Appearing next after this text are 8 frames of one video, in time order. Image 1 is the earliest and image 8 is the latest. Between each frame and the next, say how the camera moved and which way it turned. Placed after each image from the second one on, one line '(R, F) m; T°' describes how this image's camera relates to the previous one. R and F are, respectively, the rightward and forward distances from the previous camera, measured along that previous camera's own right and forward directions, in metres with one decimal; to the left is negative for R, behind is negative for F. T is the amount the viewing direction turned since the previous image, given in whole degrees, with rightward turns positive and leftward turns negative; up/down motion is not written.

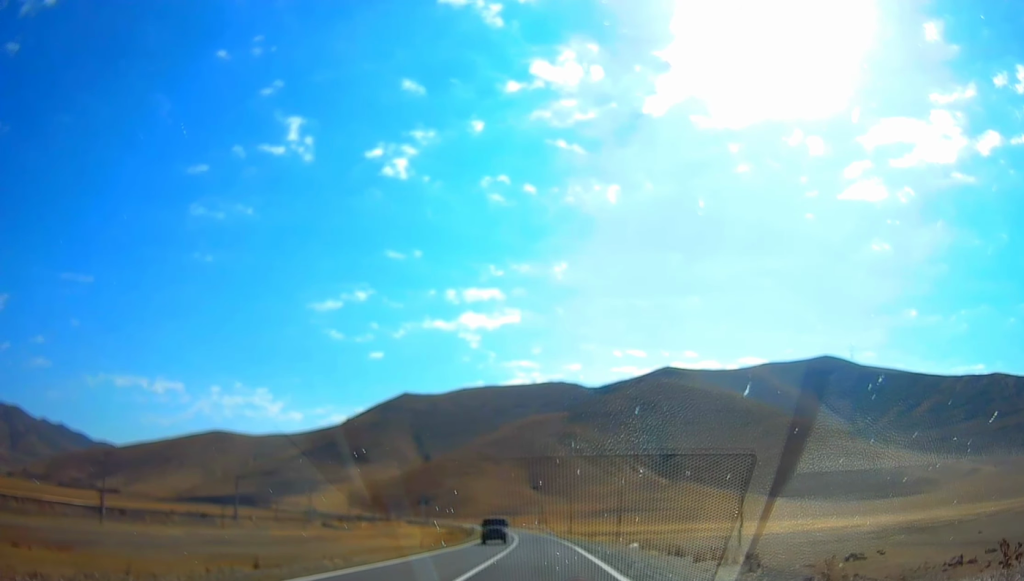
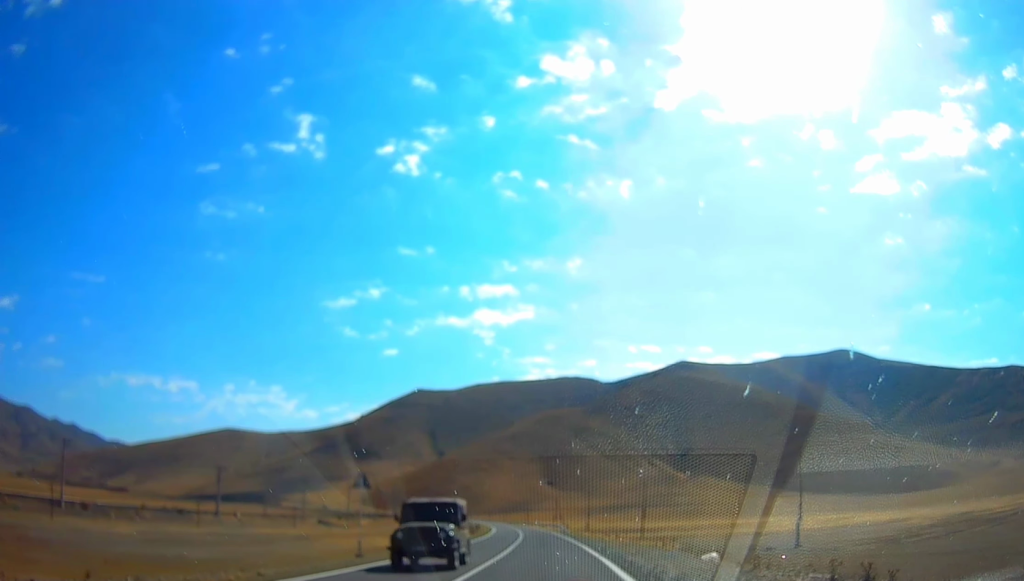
(-0.6, +15.5) m; -2°
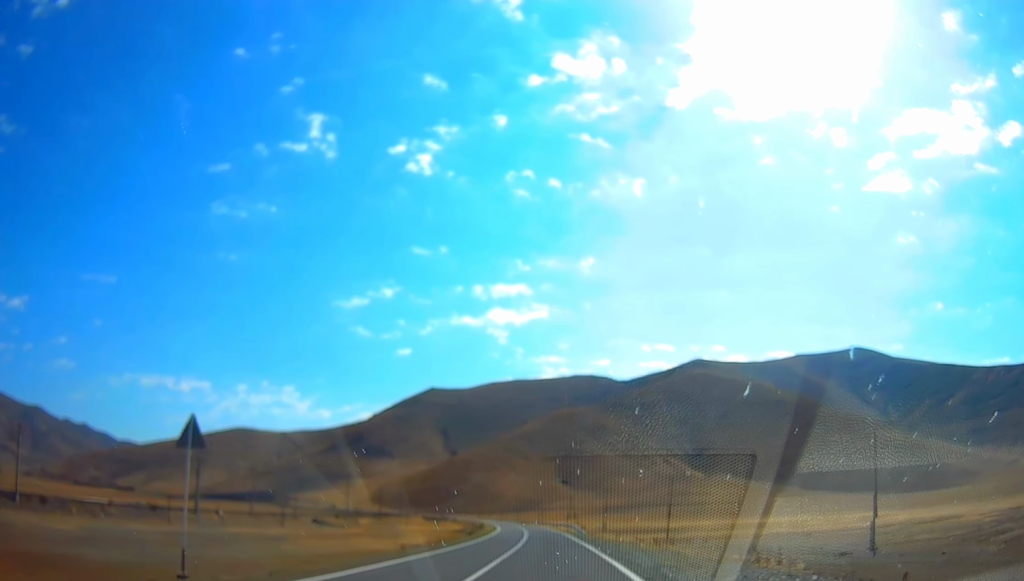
(-0.3, +14.0) m; -1°
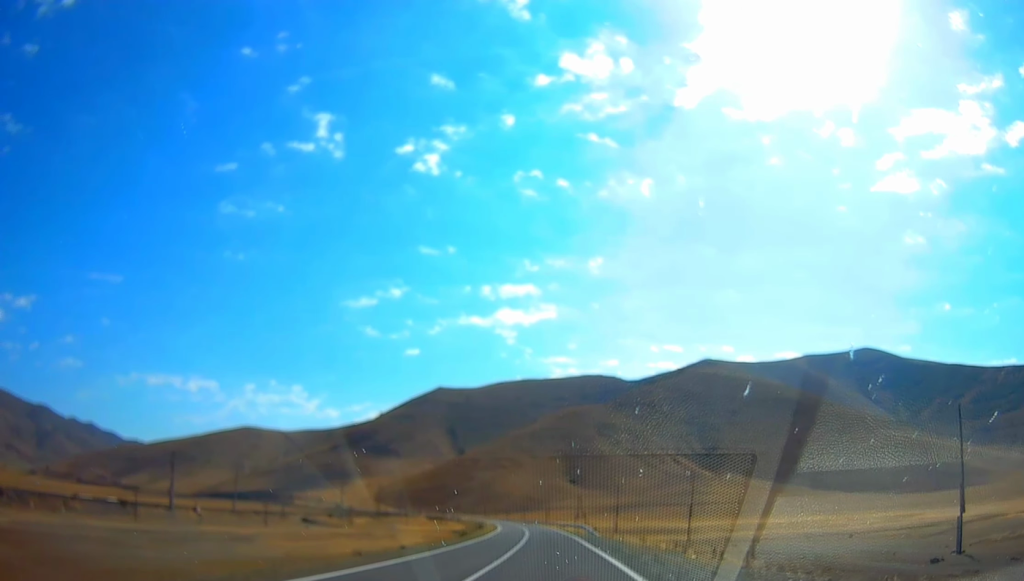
(+0.1, +12.0) m; -1°
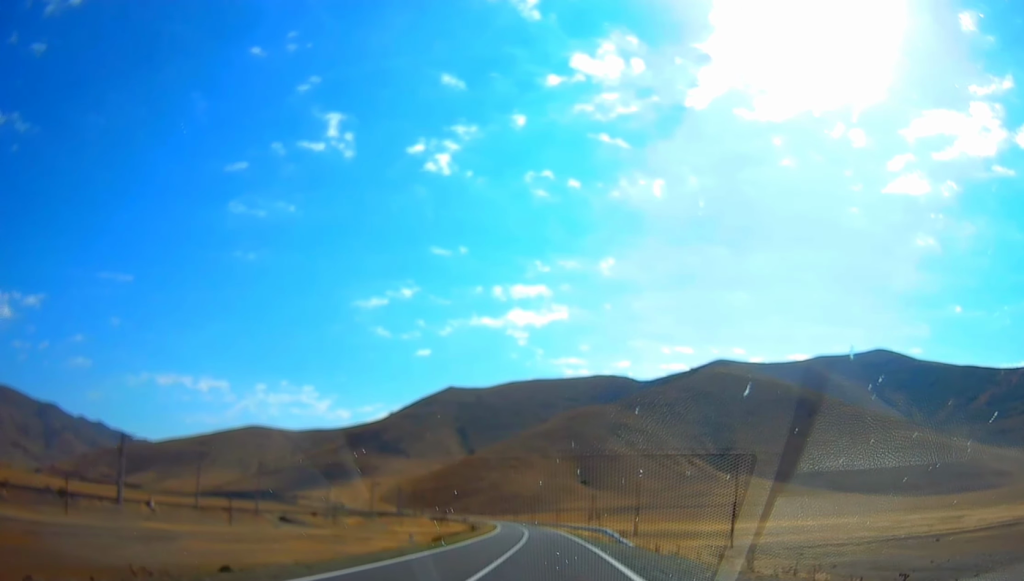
(-0.3, +18.6) m; -2°
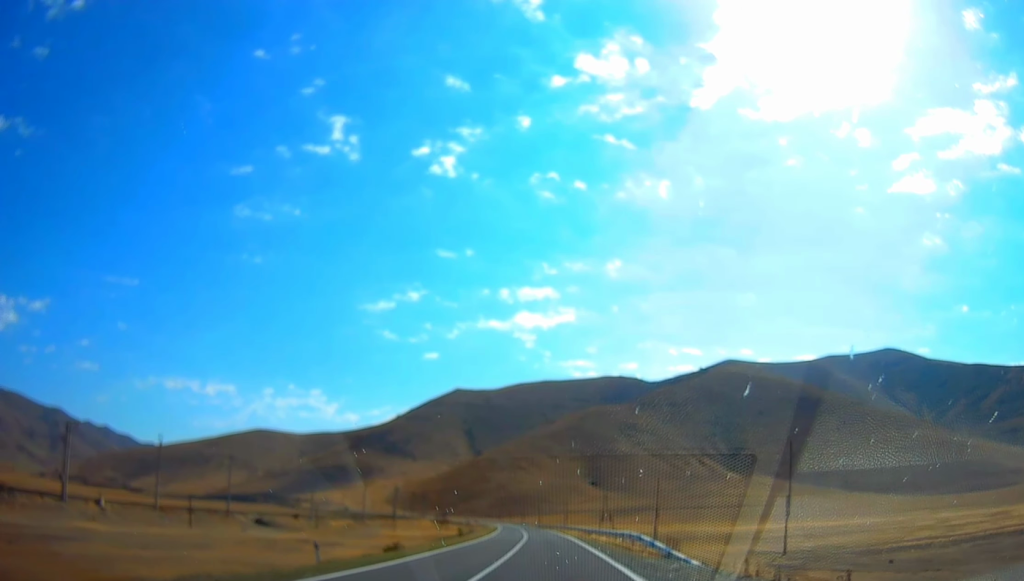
(-0.2, +15.1) m; -2°
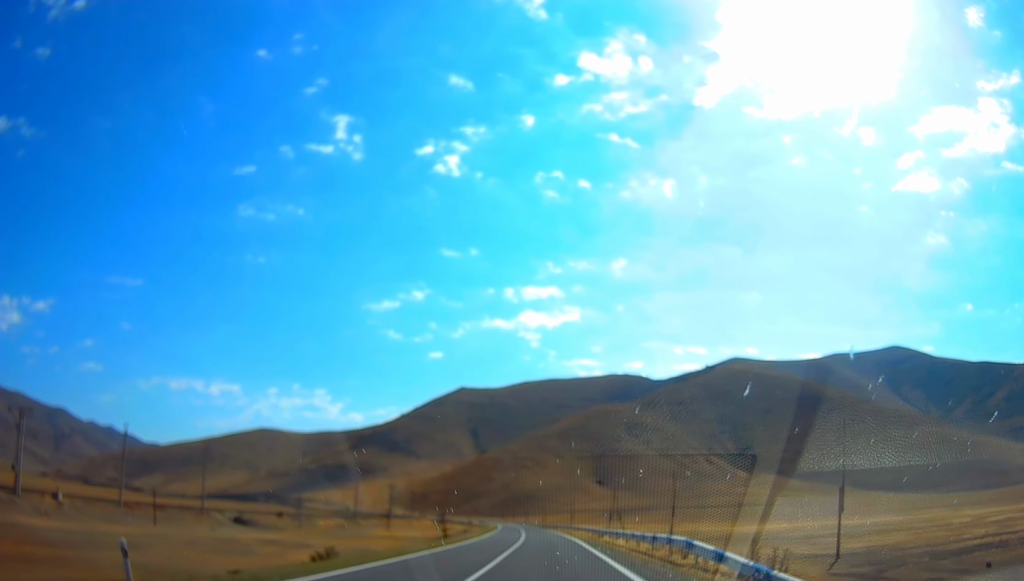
(-0.2, +10.9) m; -1°
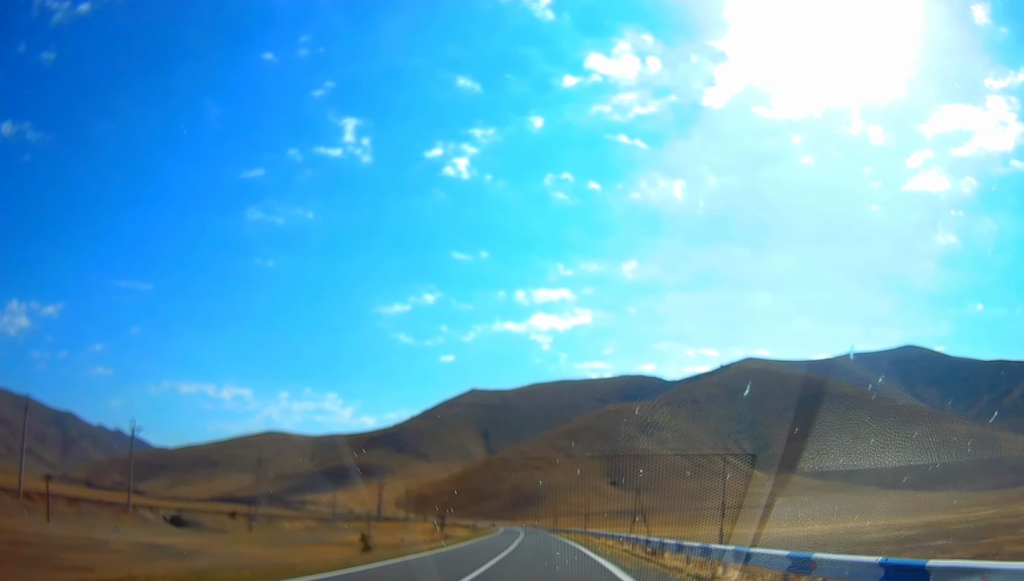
(-0.2, +24.4) m; 0°
